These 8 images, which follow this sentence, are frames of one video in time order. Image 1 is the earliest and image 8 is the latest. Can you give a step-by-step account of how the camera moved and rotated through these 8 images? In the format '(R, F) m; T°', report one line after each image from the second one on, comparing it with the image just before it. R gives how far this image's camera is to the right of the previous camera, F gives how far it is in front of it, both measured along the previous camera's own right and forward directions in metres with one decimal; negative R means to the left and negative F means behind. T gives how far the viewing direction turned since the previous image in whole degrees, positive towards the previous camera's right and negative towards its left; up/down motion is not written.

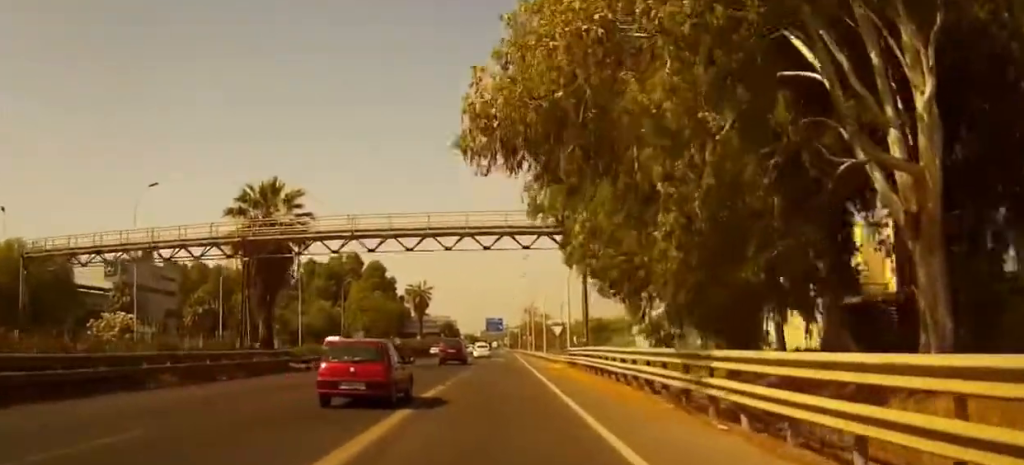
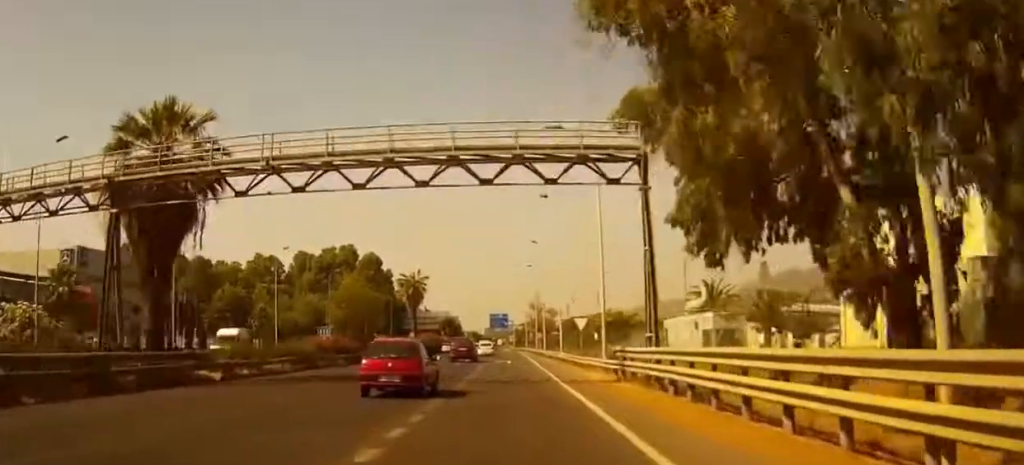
(0.0, +15.4) m; 0°
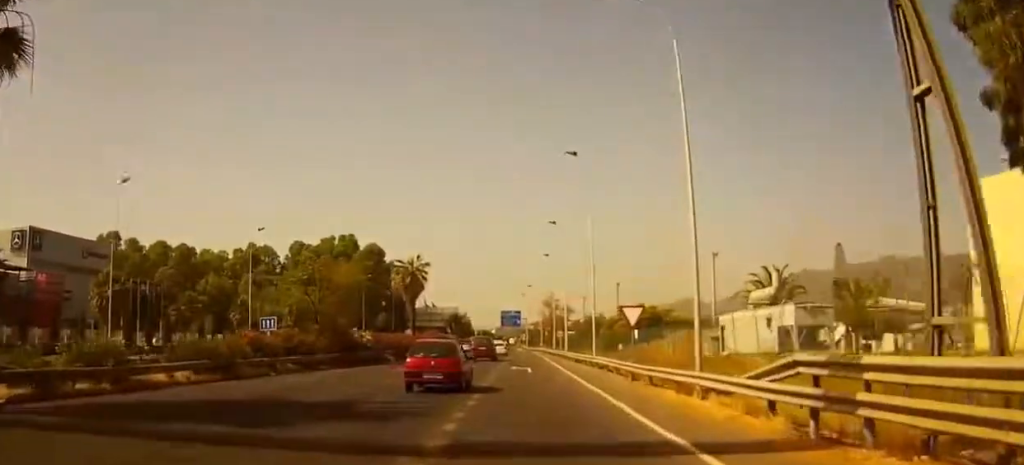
(0.0, +15.8) m; 0°
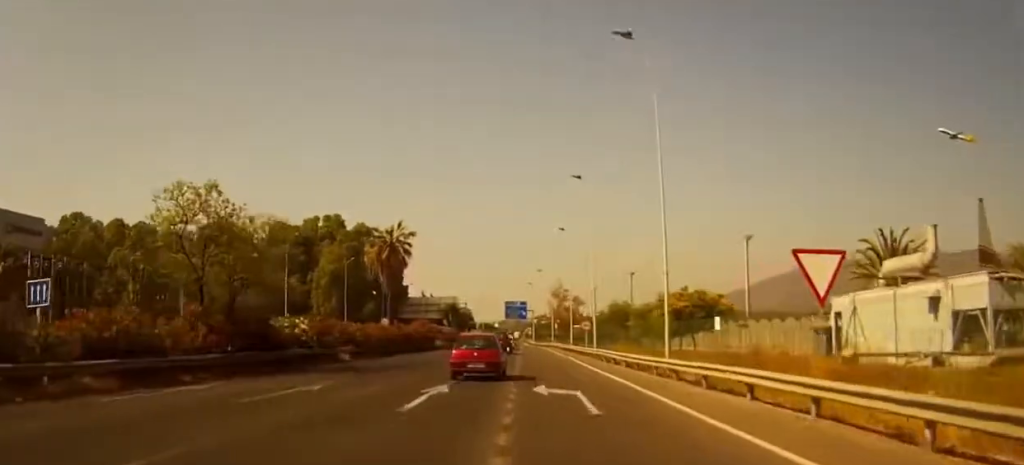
(-0.1, +20.7) m; 0°
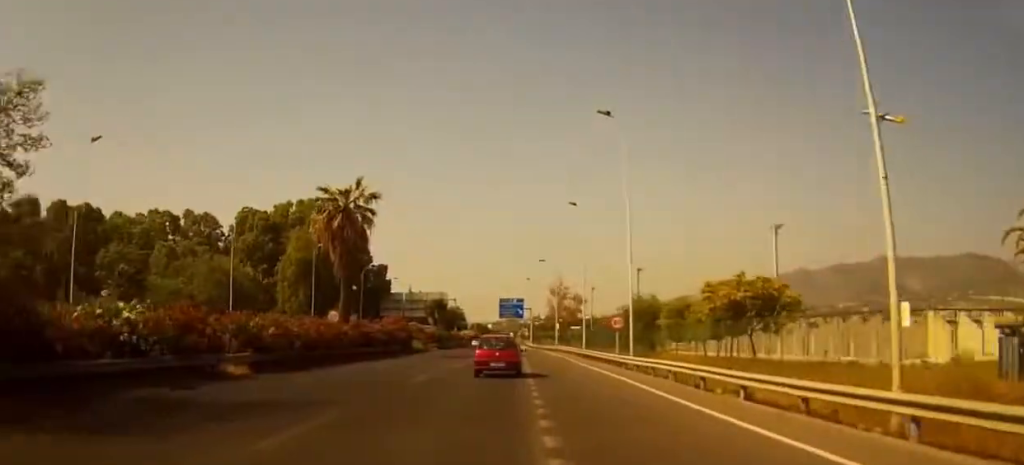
(0.0, +18.6) m; 0°
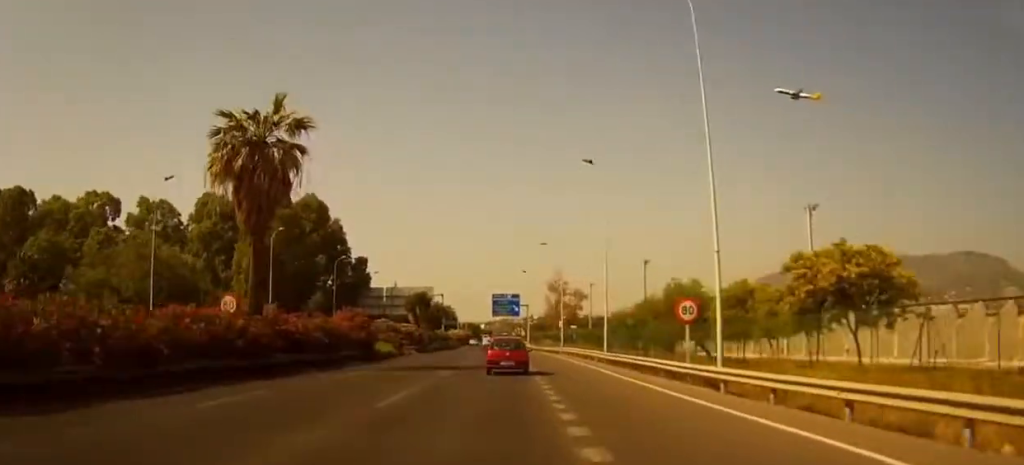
(0.0, +18.0) m; 0°
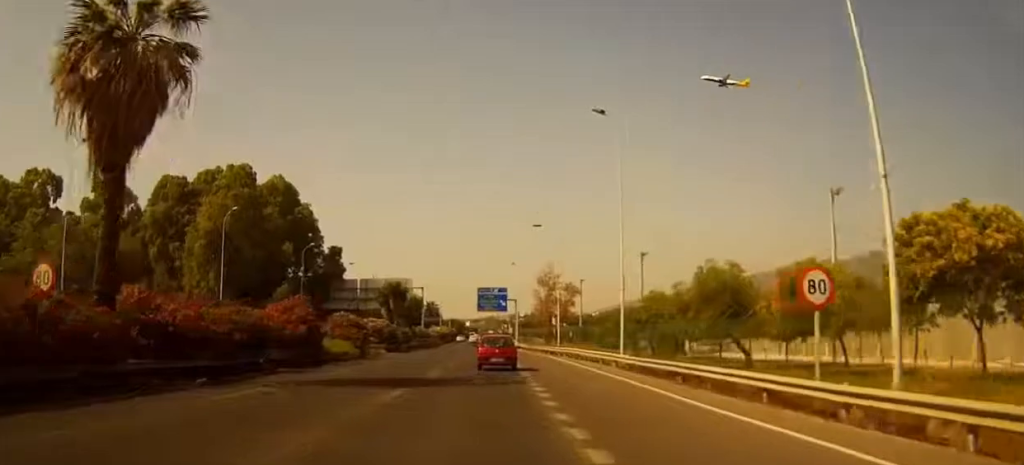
(0.0, +12.0) m; 0°
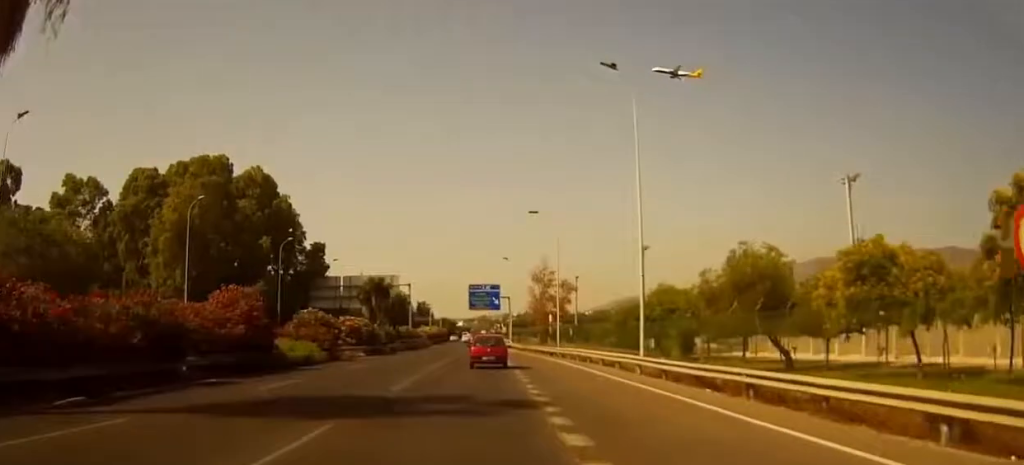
(0.0, +7.8) m; 0°
